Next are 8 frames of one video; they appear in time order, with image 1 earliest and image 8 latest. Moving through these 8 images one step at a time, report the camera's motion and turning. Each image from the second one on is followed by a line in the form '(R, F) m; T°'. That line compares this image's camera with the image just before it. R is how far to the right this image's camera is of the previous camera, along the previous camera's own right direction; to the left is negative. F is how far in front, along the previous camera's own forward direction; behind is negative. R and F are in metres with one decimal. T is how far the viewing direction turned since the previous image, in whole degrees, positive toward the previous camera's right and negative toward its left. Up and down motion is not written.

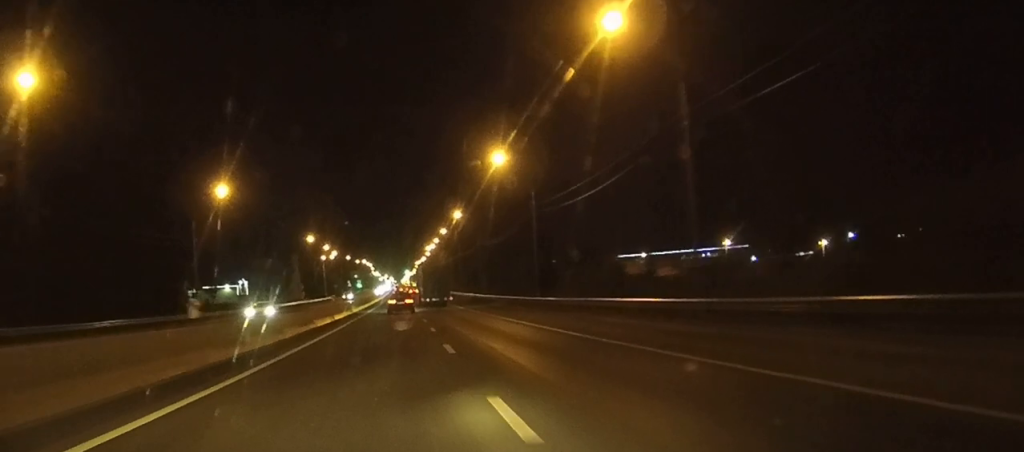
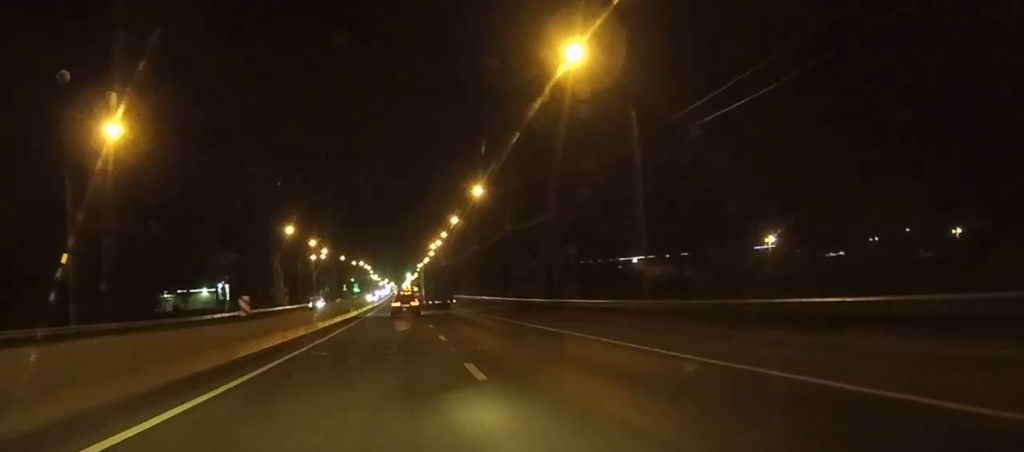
(-0.1, +29.9) m; 0°
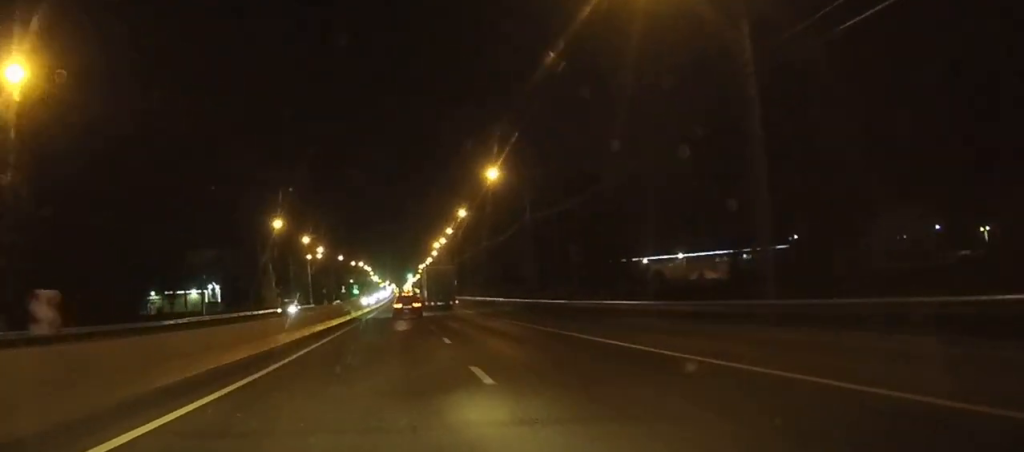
(0.0, +12.9) m; 0°
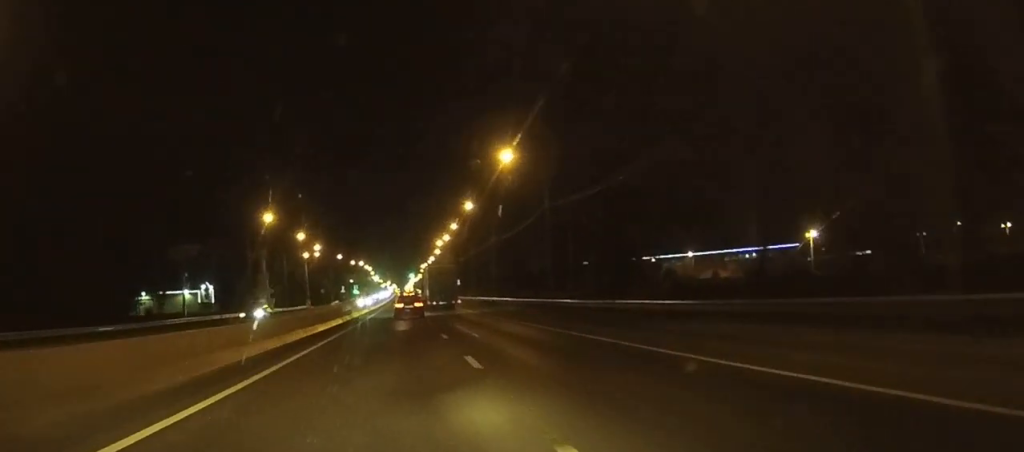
(0.0, +8.8) m; 0°
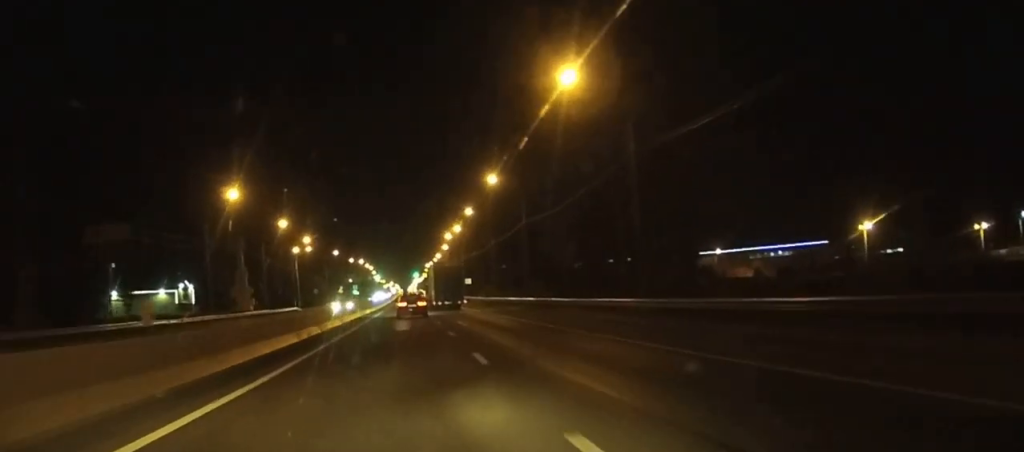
(-0.1, +23.0) m; 0°
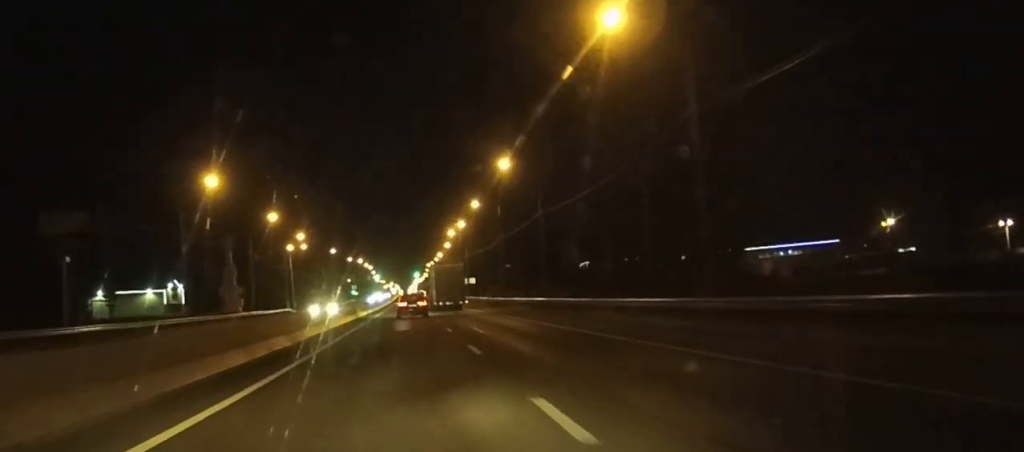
(0.0, +8.9) m; 0°
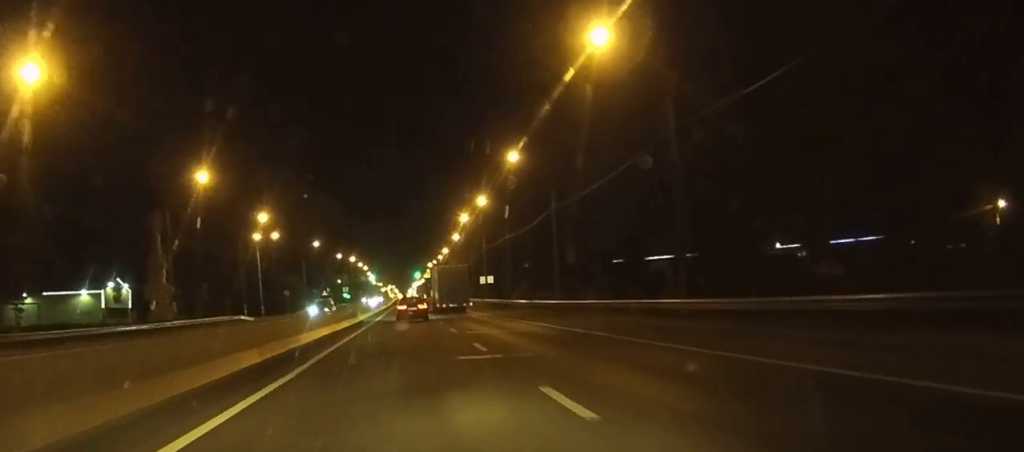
(+0.1, +34.5) m; +1°
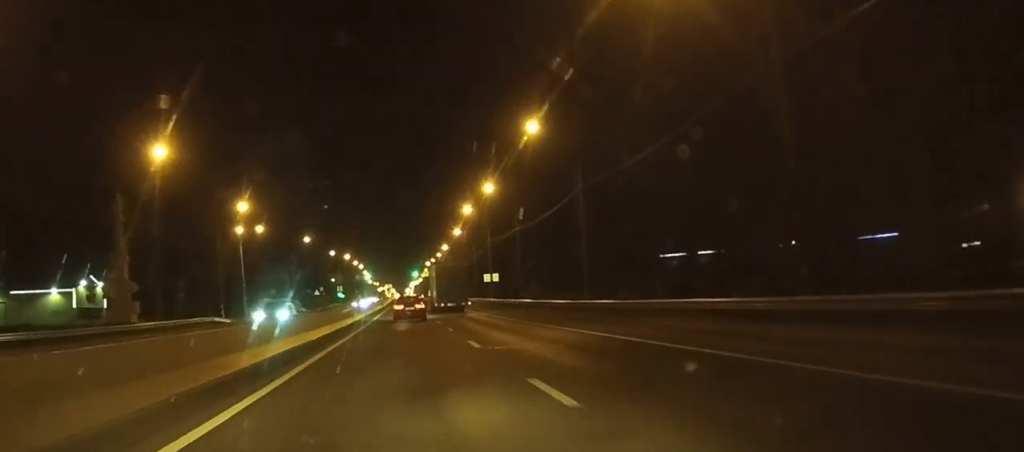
(0.0, +10.7) m; 0°
